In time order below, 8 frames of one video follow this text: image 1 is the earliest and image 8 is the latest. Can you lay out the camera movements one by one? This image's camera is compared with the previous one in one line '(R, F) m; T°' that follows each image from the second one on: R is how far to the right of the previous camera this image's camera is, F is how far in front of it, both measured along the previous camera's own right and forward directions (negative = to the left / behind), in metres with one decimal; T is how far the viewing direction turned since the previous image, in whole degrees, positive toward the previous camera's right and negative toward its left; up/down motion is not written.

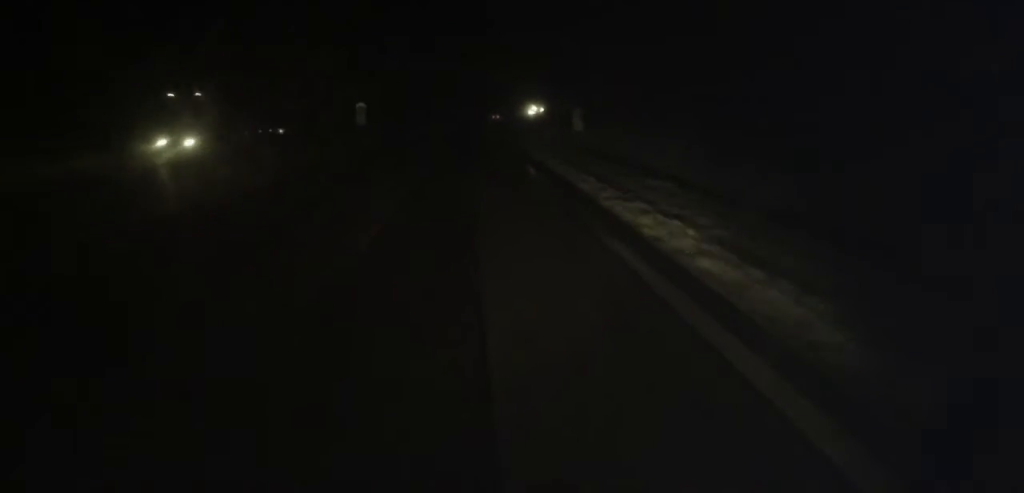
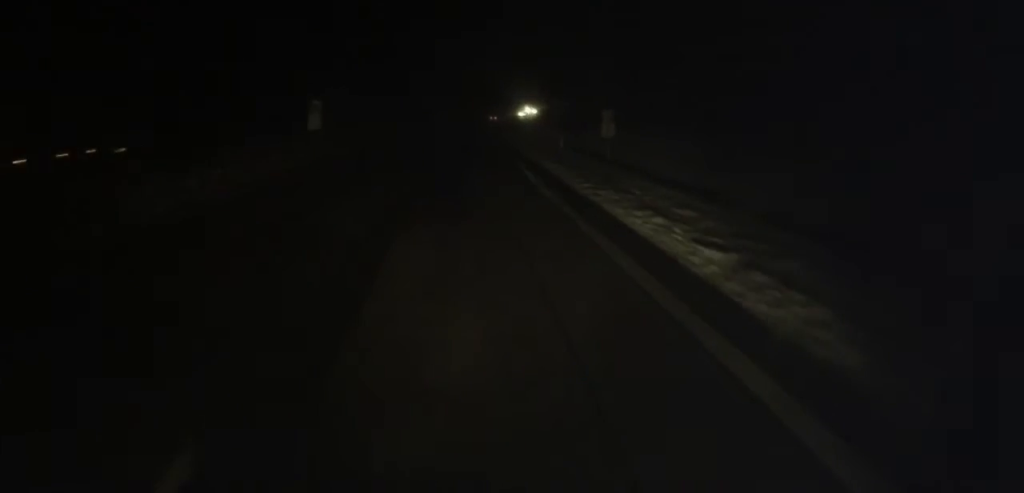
(0.0, +11.8) m; +1°
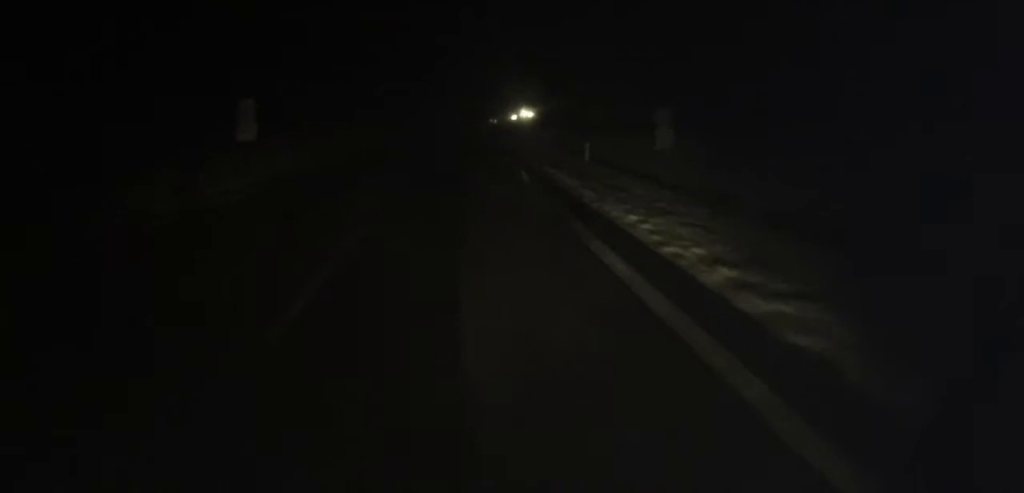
(+0.1, +10.3) m; +1°
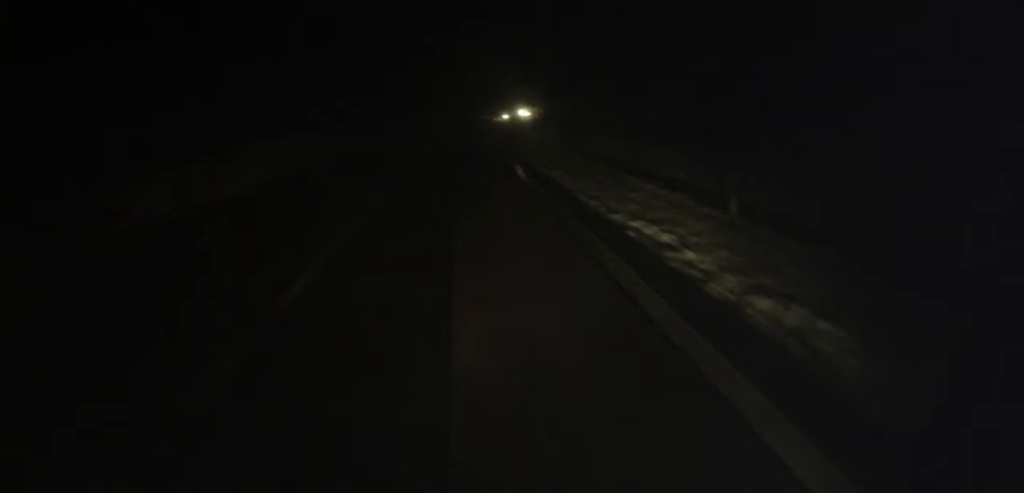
(+0.2, +18.5) m; +1°
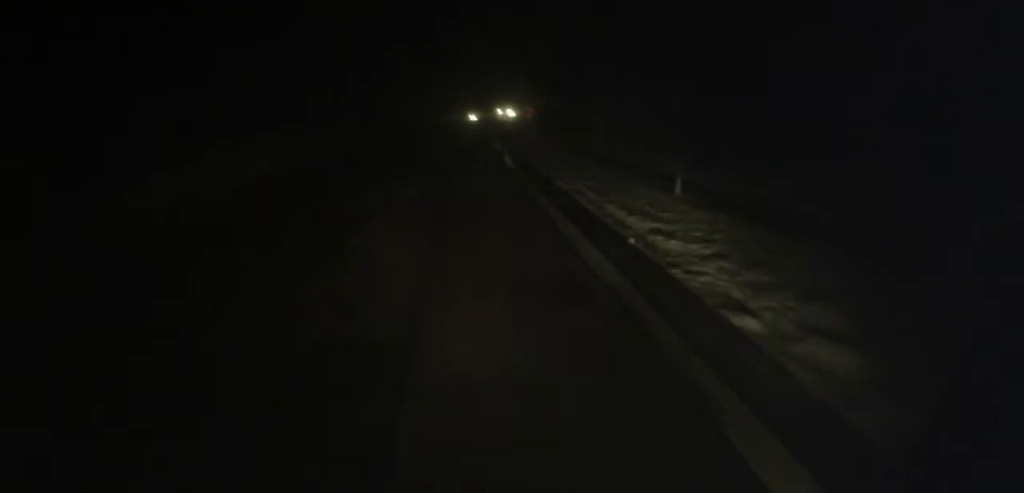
(+0.8, +47.7) m; +3°
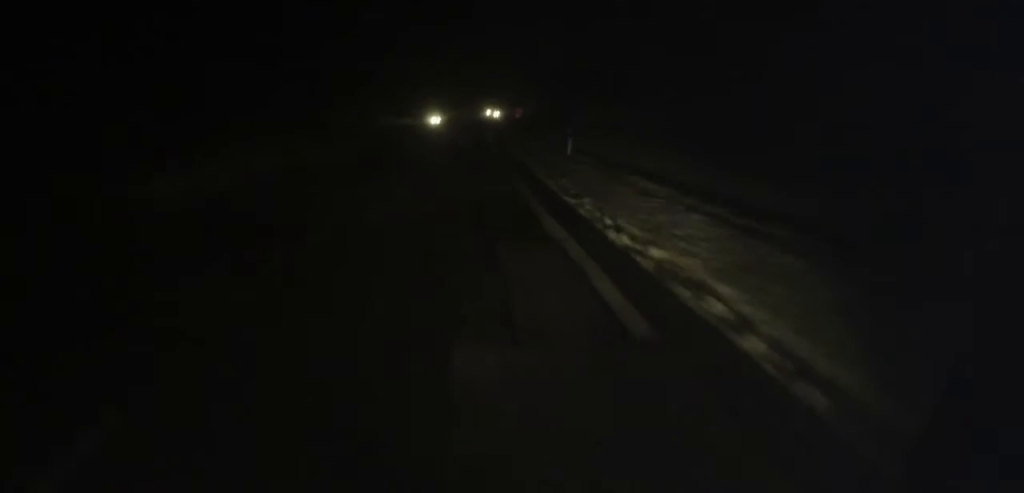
(+0.4, +30.6) m; +1°
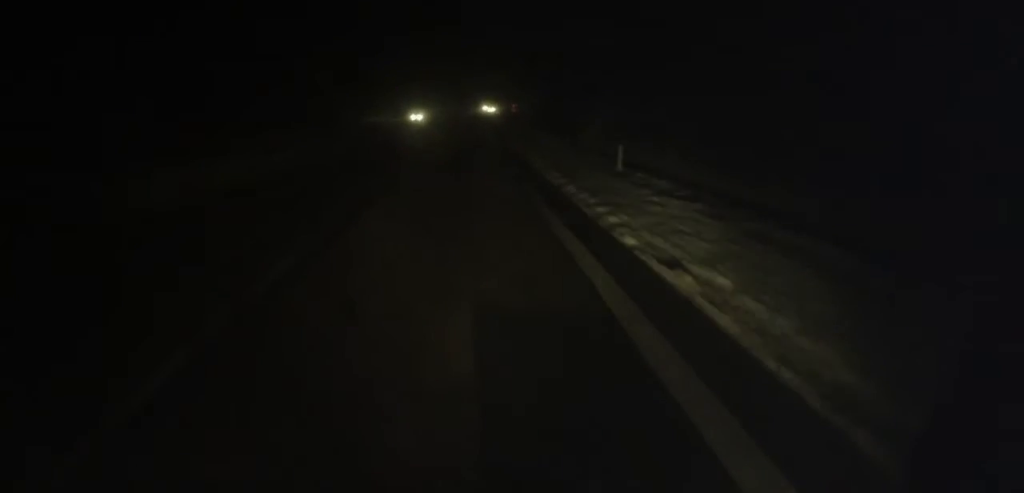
(-0.1, +12.6) m; 0°
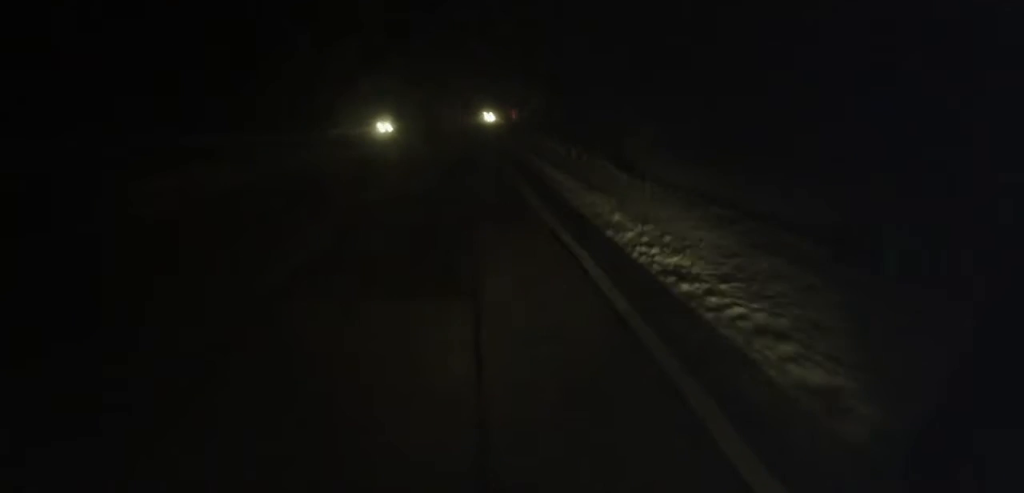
(0.0, +16.3) m; +1°
